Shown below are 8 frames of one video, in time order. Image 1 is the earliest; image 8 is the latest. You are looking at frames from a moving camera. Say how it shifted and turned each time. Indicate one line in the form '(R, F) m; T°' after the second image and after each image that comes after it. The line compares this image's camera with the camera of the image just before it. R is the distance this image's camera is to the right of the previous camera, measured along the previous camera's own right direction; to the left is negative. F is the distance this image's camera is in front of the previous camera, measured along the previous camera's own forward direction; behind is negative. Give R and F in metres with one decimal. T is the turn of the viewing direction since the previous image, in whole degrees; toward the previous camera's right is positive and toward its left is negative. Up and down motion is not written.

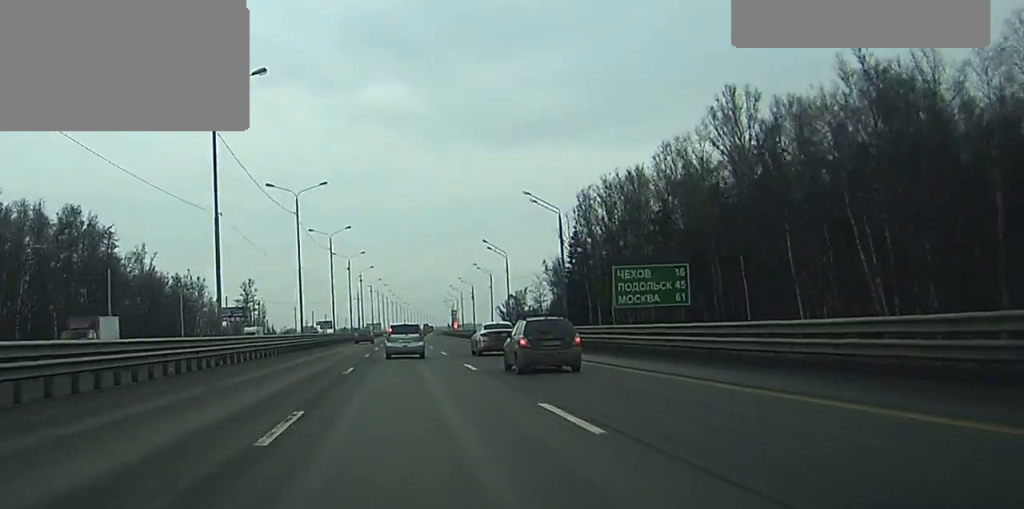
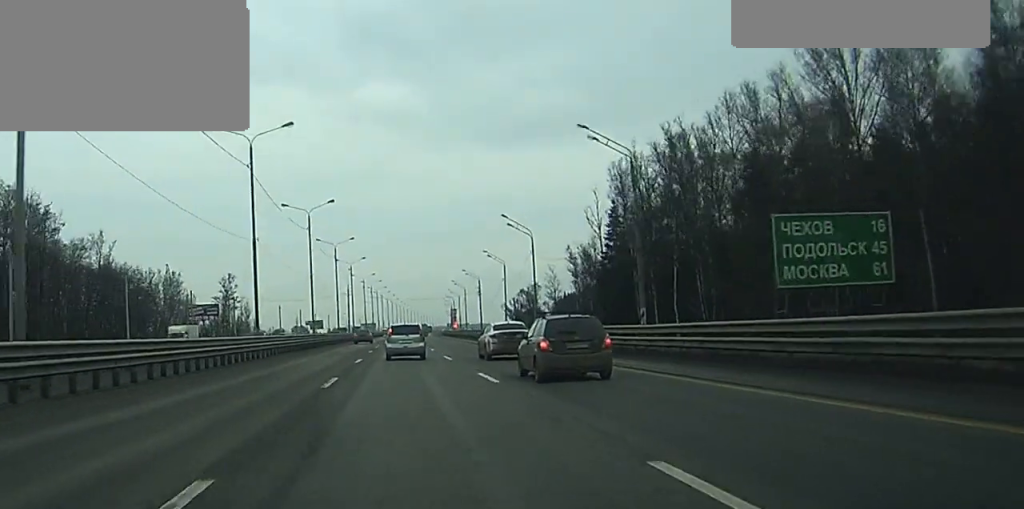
(+0.1, +22.1) m; 0°
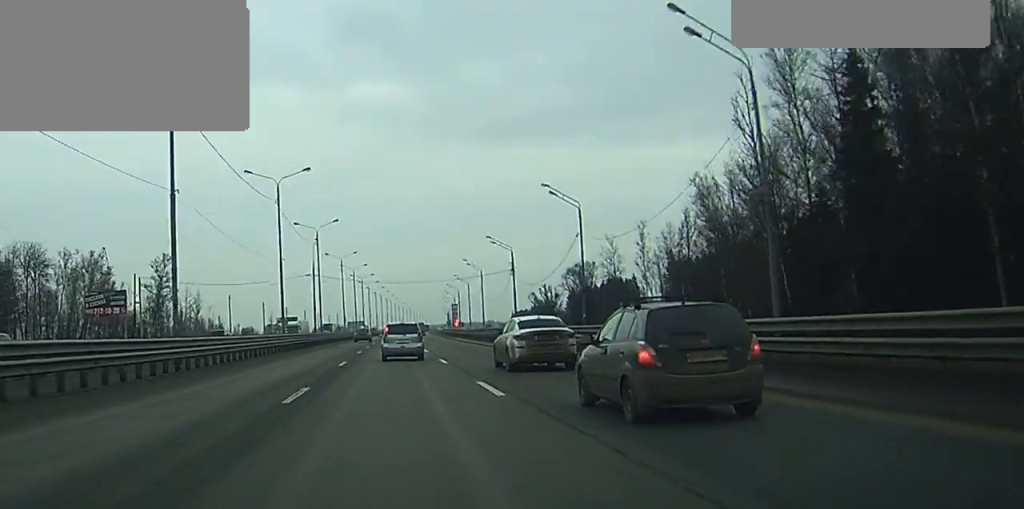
(+0.1, +49.9) m; 0°
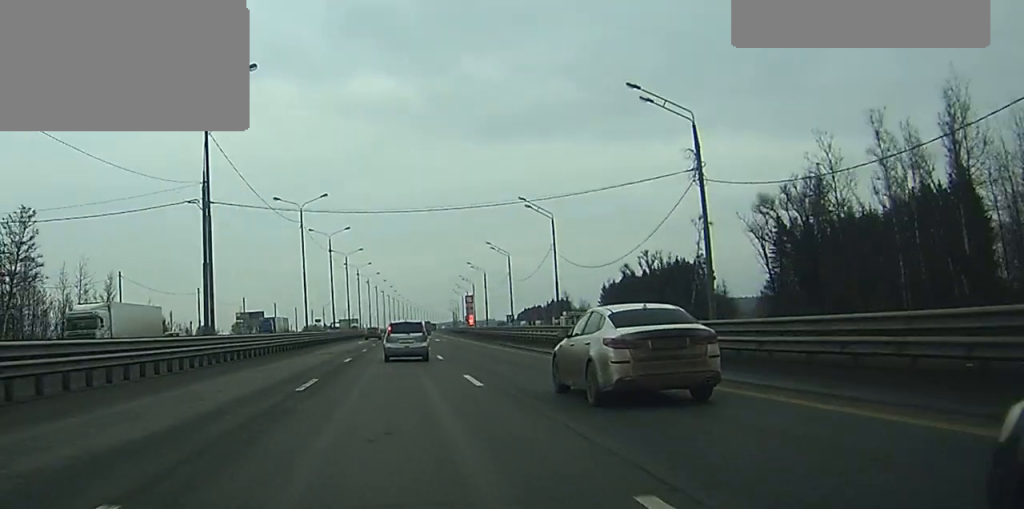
(+1.4, +55.1) m; +1°
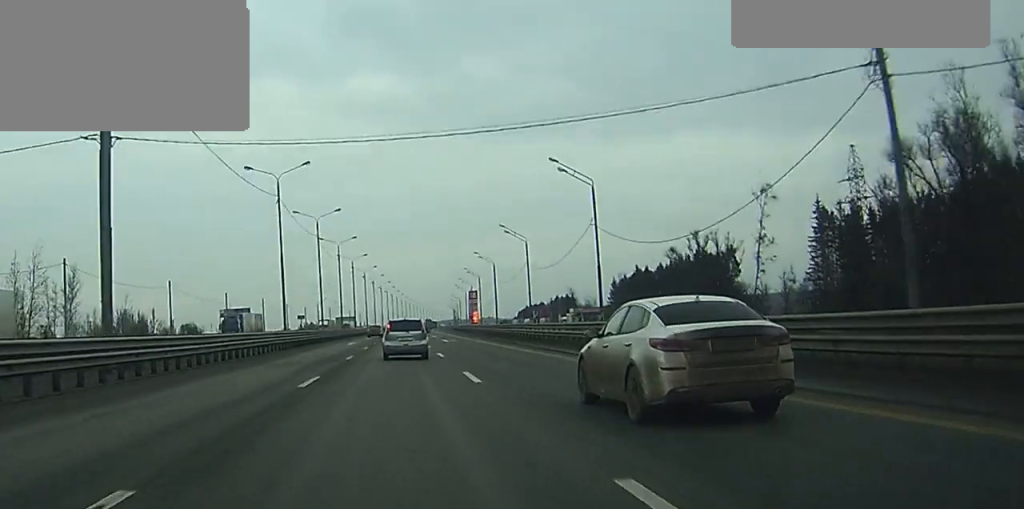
(-0.3, +15.9) m; -1°
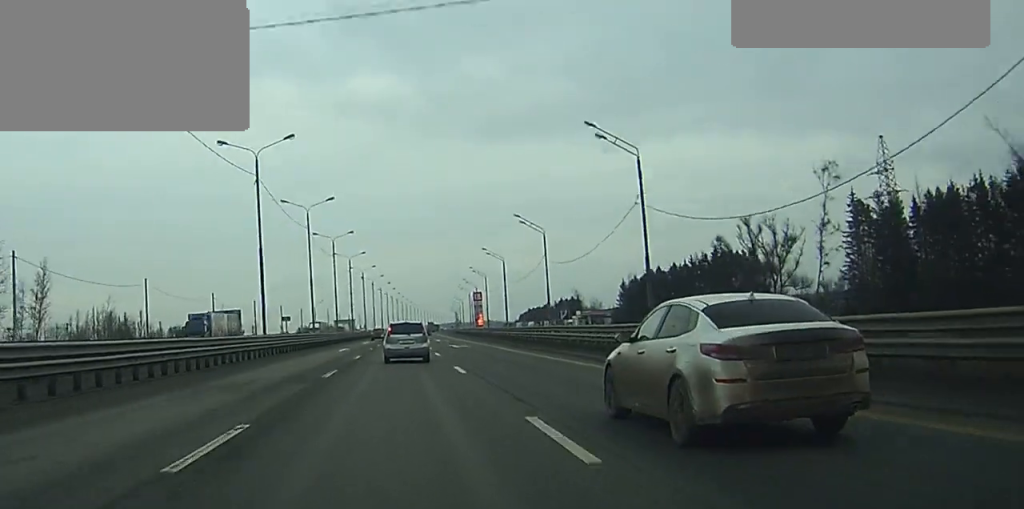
(-0.2, +11.7) m; -1°
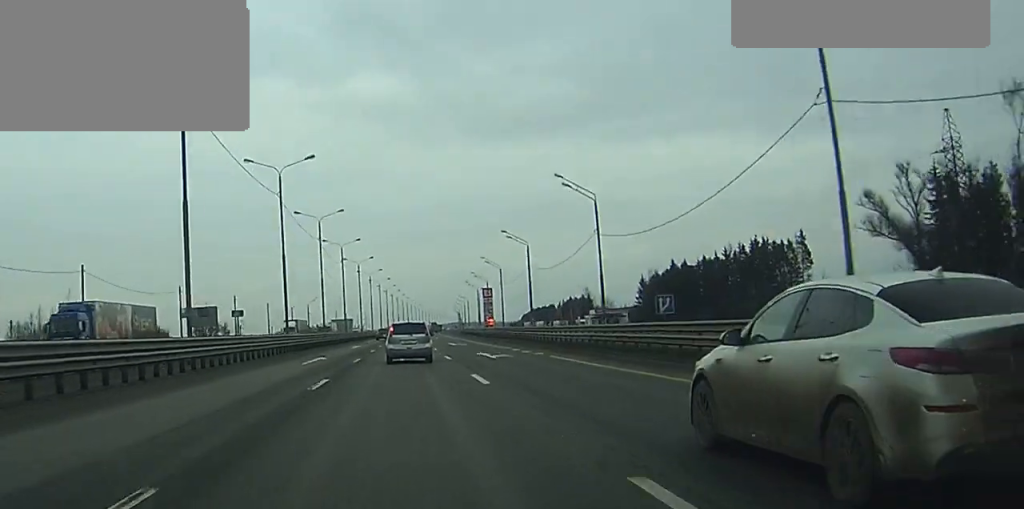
(-0.2, +23.4) m; 0°
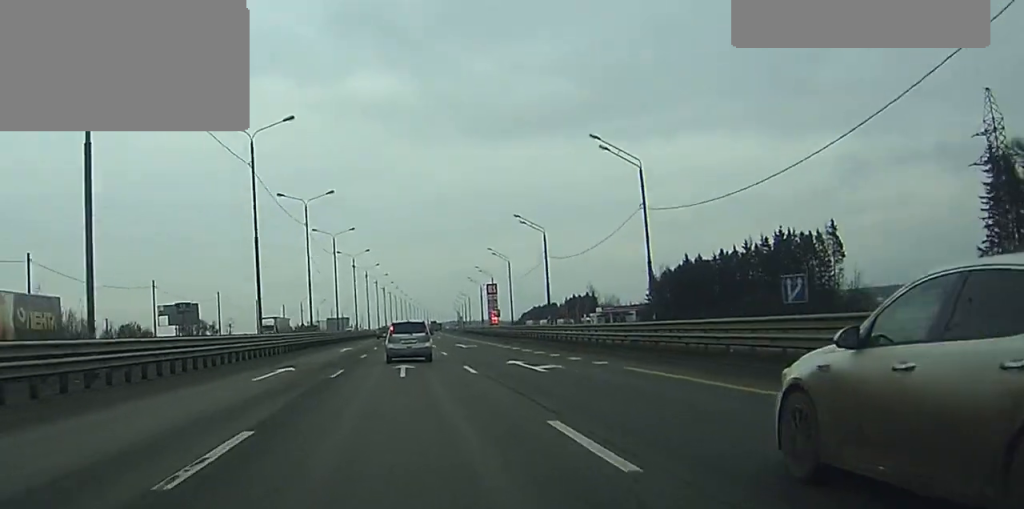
(-0.1, +13.4) m; 0°
